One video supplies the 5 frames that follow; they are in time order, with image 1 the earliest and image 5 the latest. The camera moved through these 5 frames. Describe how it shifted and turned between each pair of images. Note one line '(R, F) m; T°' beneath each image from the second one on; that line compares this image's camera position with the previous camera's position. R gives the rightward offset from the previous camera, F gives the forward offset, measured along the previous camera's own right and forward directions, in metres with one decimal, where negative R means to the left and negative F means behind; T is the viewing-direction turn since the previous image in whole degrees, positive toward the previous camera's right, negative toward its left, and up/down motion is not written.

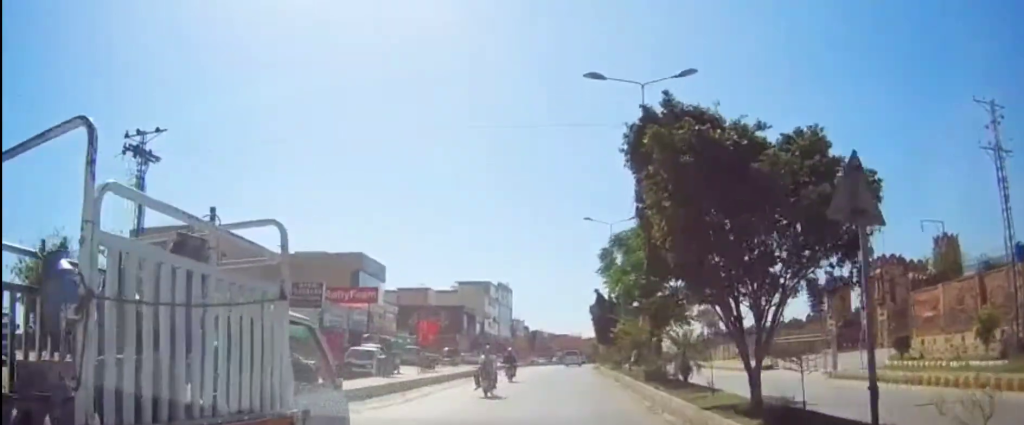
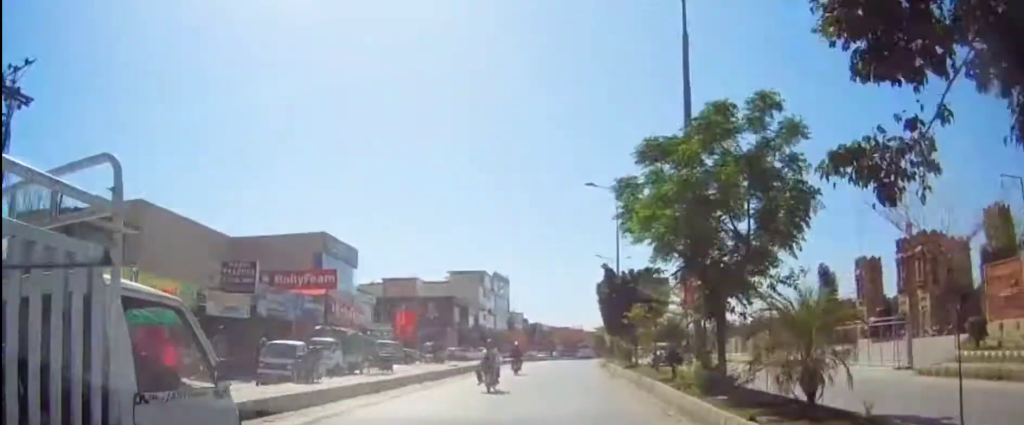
(-0.1, +8.6) m; -1°
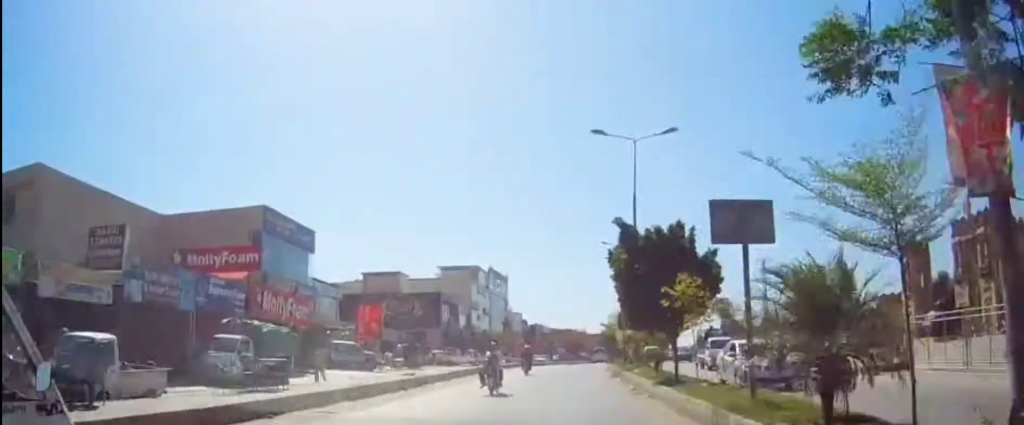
(0.0, +10.6) m; +1°
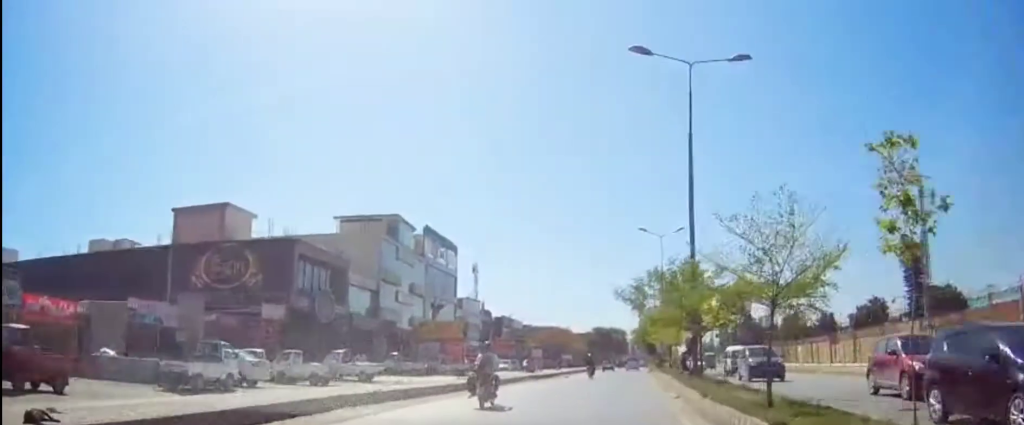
(0.0, +41.3) m; +4°
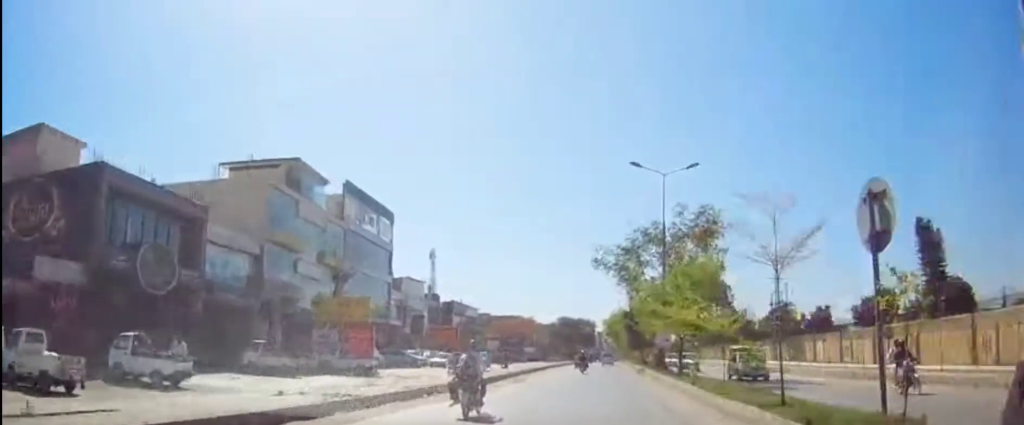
(+1.0, +17.0) m; +3°
